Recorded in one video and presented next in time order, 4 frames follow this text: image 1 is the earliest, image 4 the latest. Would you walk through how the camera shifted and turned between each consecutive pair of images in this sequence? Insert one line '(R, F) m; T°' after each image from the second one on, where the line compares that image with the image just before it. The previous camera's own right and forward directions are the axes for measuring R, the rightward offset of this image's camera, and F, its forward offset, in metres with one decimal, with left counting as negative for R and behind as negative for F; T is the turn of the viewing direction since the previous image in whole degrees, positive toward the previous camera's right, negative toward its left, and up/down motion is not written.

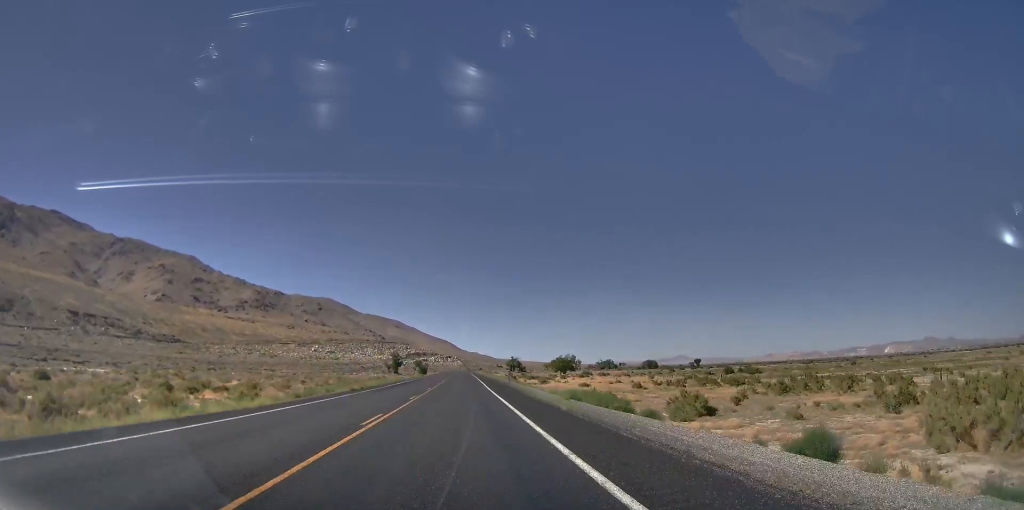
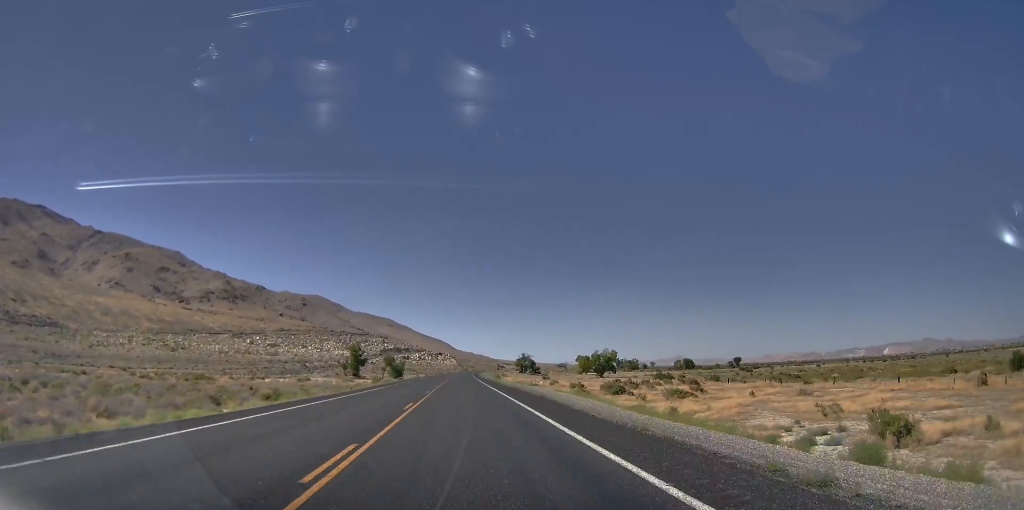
(-2.6, +142.9) m; -3°
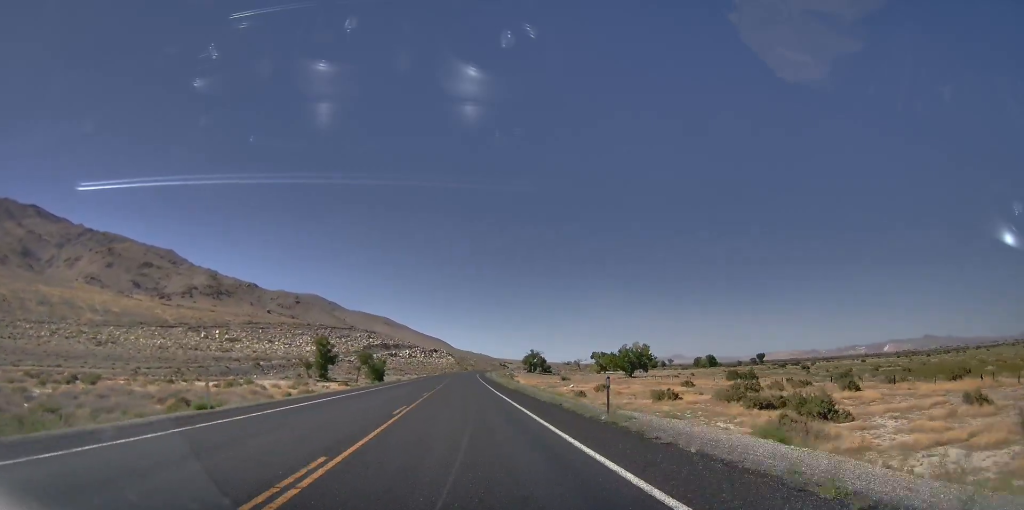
(+1.9, +62.4) m; +1°
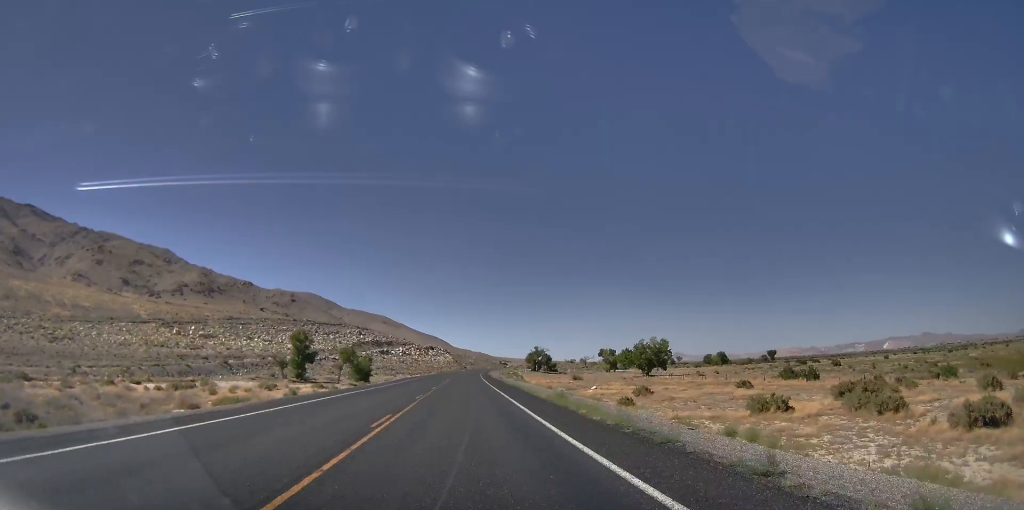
(-0.8, +28.4) m; -2°
